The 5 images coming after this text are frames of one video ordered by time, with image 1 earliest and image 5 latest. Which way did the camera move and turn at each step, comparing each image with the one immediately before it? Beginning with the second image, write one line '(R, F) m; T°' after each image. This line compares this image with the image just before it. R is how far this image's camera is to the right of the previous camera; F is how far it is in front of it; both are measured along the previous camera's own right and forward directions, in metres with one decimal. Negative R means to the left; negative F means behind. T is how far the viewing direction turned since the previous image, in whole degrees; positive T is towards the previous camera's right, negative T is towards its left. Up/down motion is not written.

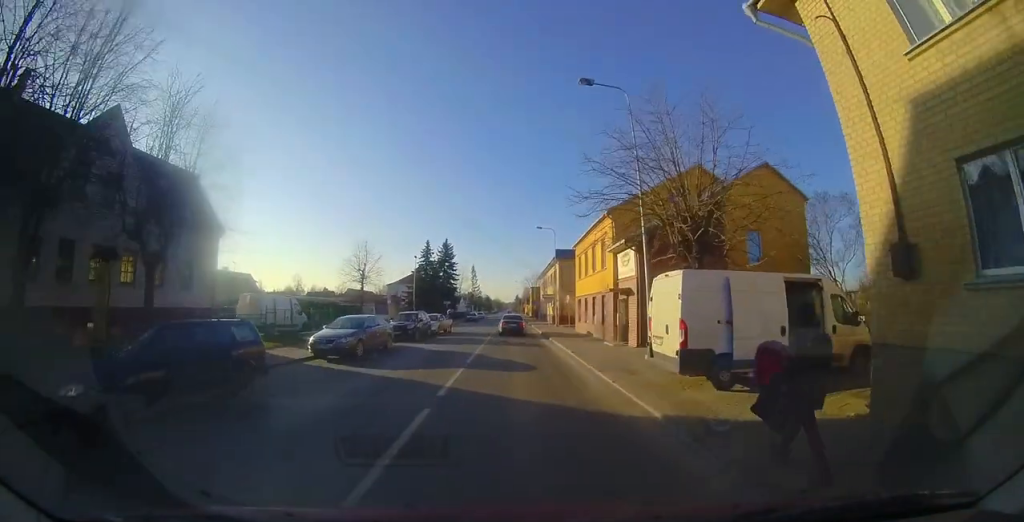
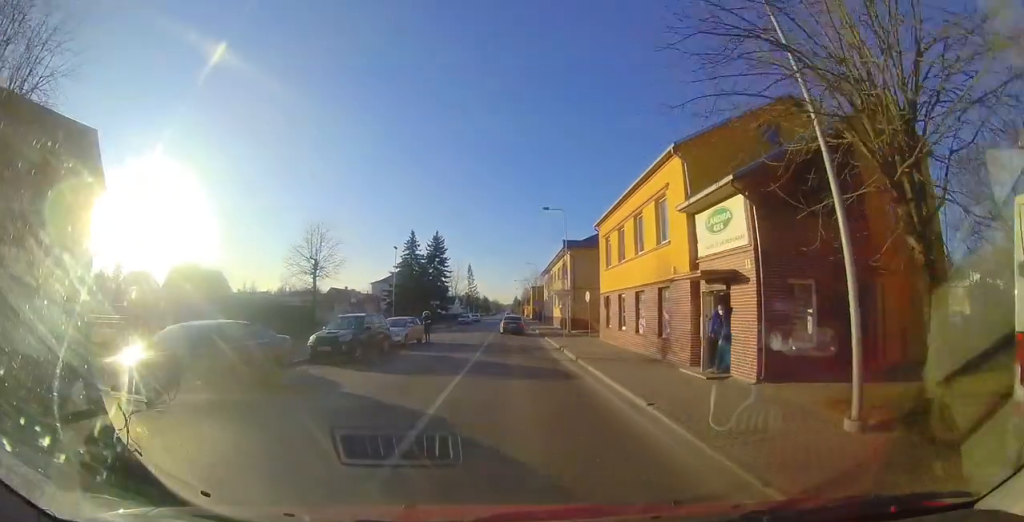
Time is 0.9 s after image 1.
(-0.1, +7.3) m; -2°
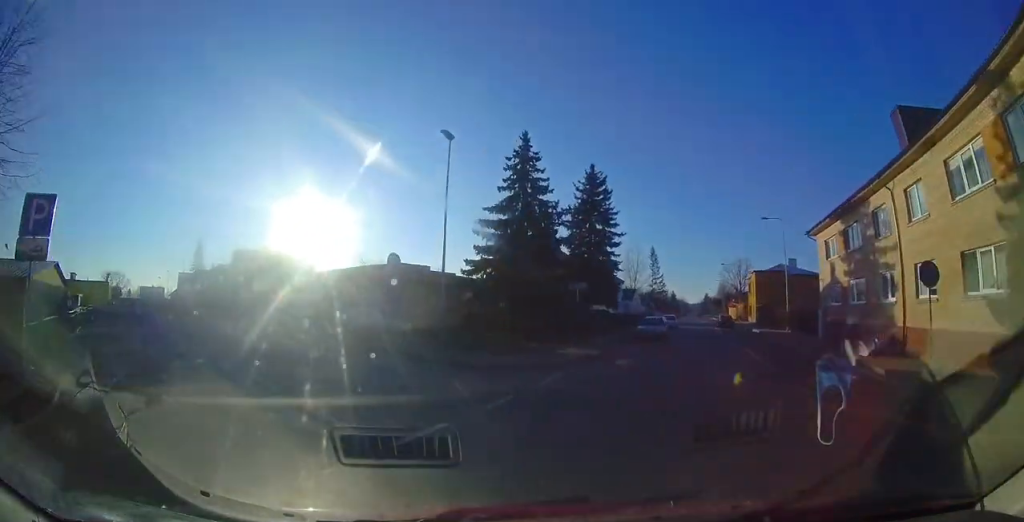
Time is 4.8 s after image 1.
(-1.9, +25.9) m; -25°
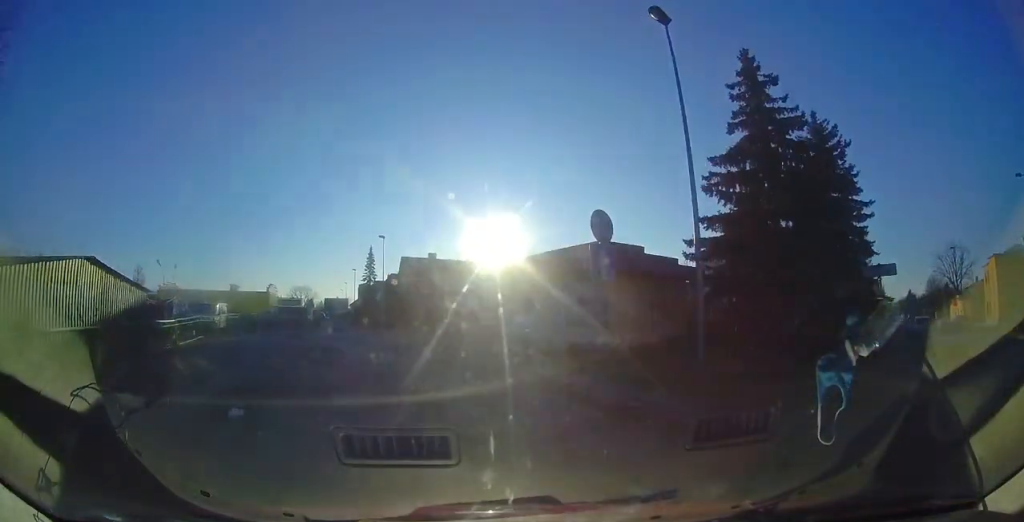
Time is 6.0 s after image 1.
(-1.7, +5.2) m; -18°
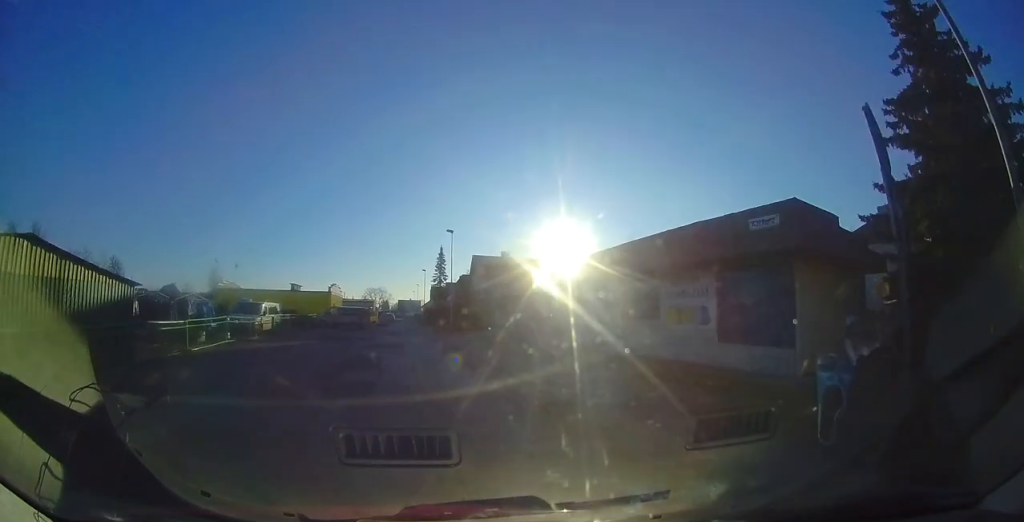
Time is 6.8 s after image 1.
(+0.5, +2.9) m; +3°
